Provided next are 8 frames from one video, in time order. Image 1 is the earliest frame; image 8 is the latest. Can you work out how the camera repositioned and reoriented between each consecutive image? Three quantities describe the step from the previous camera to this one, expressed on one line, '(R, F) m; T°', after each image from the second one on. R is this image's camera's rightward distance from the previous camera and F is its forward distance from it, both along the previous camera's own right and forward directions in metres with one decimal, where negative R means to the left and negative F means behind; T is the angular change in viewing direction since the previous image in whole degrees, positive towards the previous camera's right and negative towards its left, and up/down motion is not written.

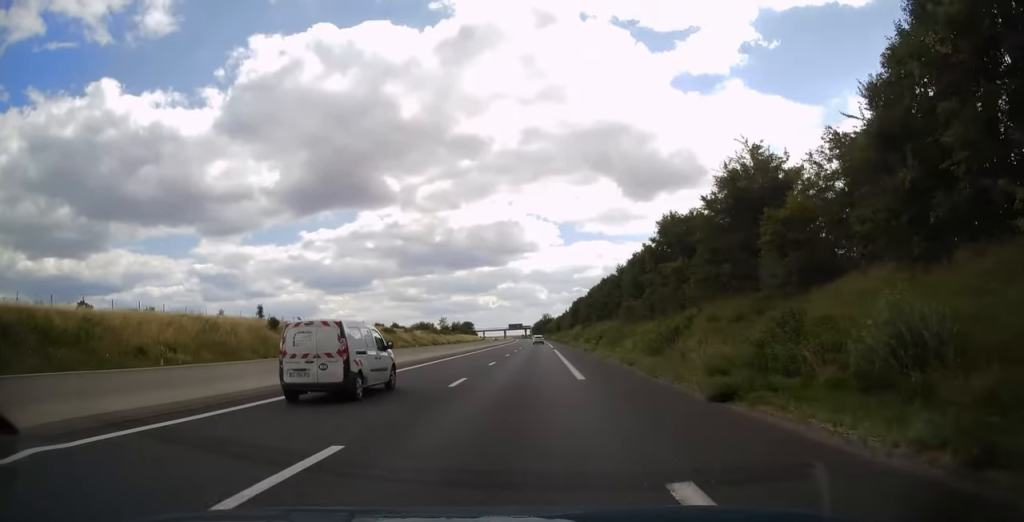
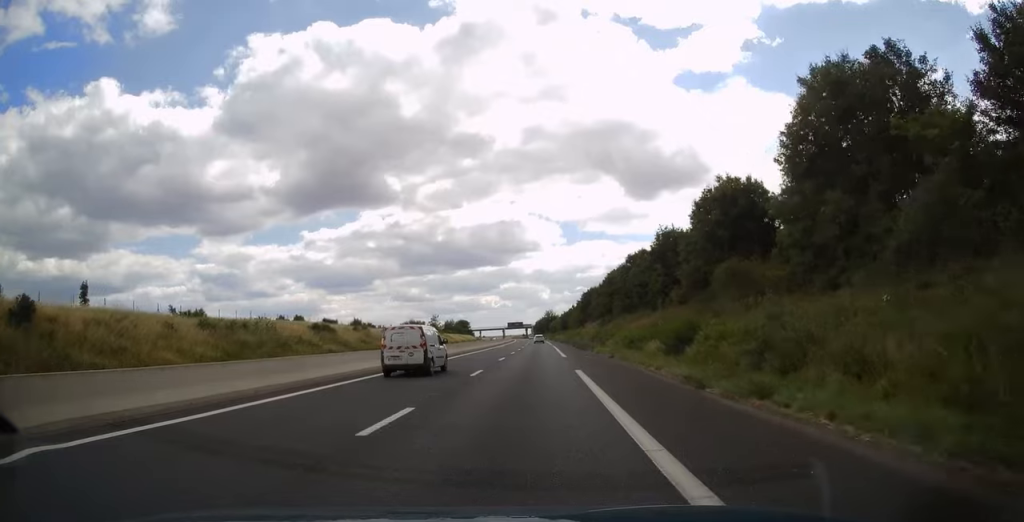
(-0.3, +33.4) m; -1°
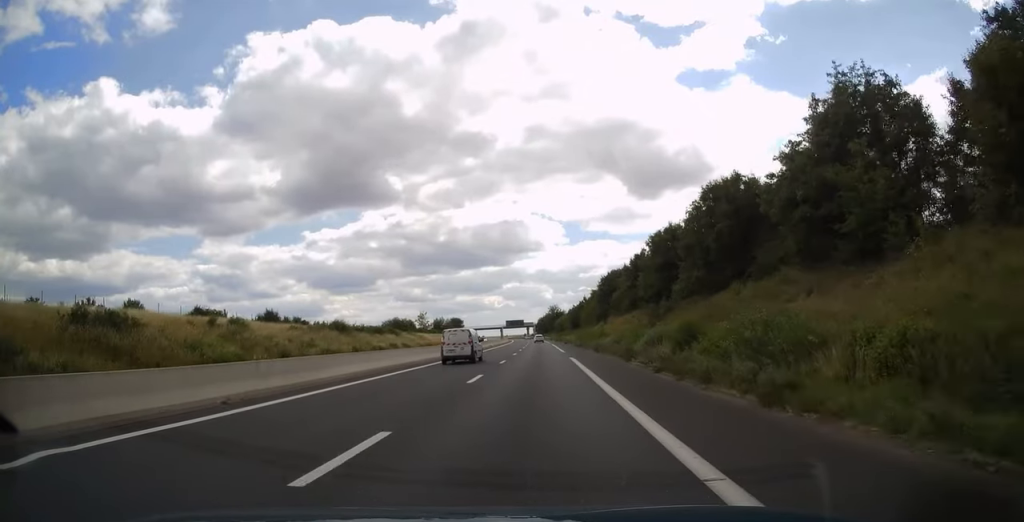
(0.0, +40.3) m; 0°
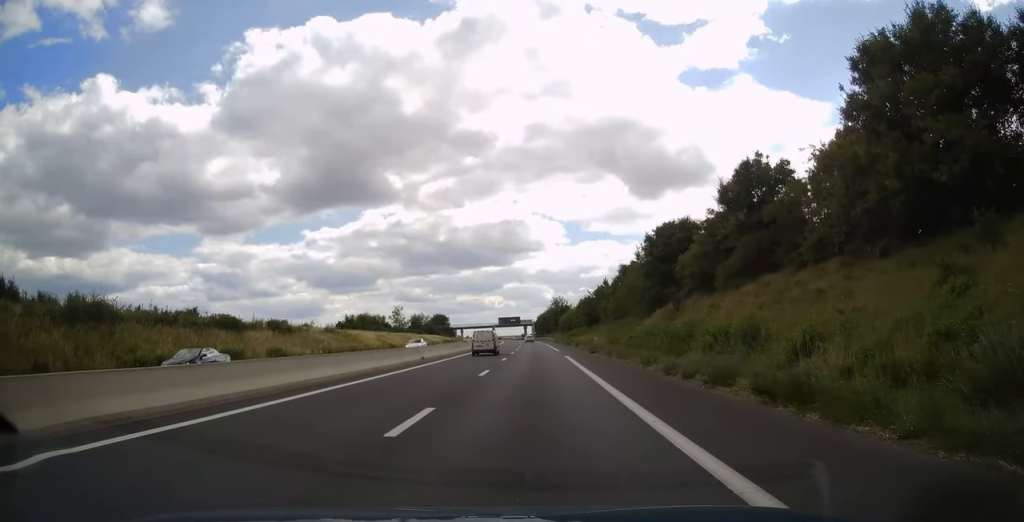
(+0.3, +47.1) m; 0°
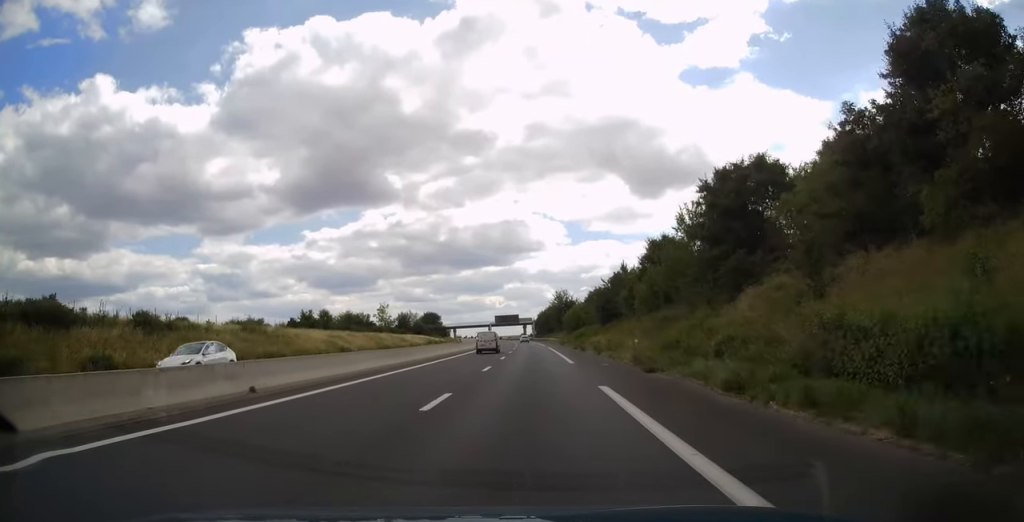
(-0.2, +22.1) m; -1°
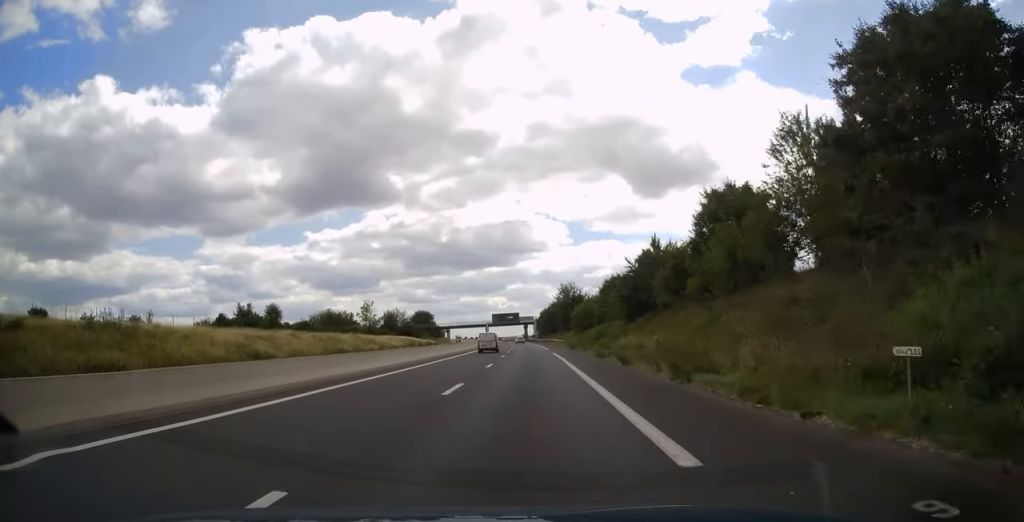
(-0.2, +21.6) m; -1°
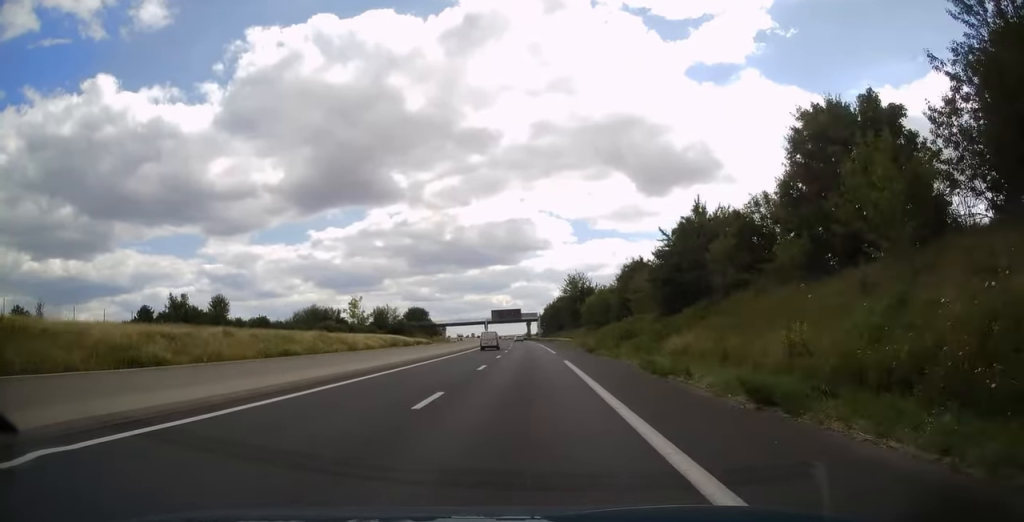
(-0.2, +15.7) m; 0°
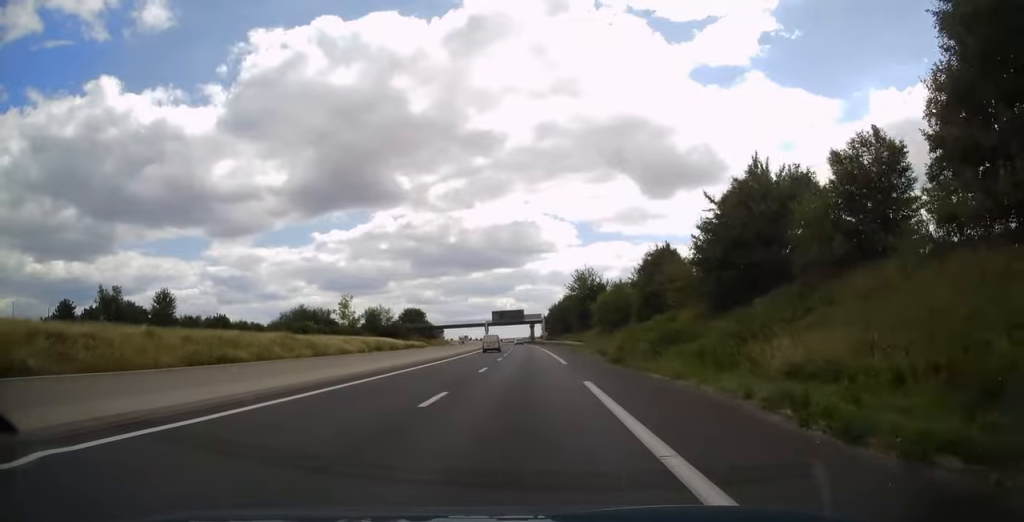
(0.0, +11.7) m; 0°
